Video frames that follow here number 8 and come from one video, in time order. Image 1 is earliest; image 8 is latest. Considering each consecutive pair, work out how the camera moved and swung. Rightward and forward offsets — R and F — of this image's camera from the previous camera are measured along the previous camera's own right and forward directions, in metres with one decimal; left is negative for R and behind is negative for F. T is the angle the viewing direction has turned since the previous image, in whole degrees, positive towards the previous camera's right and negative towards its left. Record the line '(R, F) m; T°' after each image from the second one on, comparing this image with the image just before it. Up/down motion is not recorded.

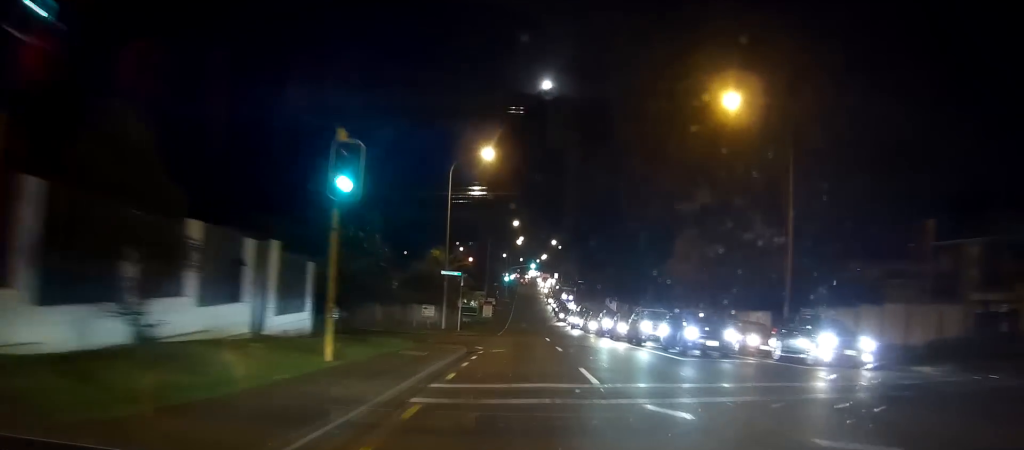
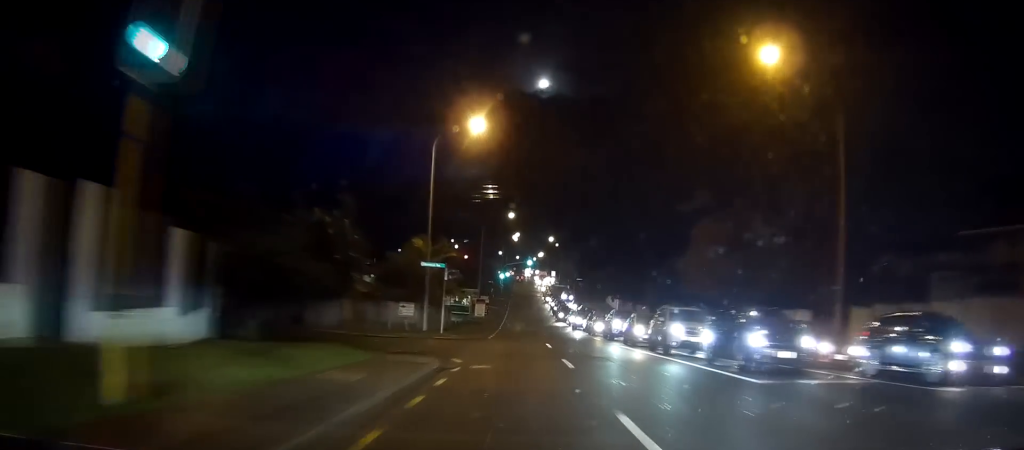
(0.0, +6.8) m; 0°
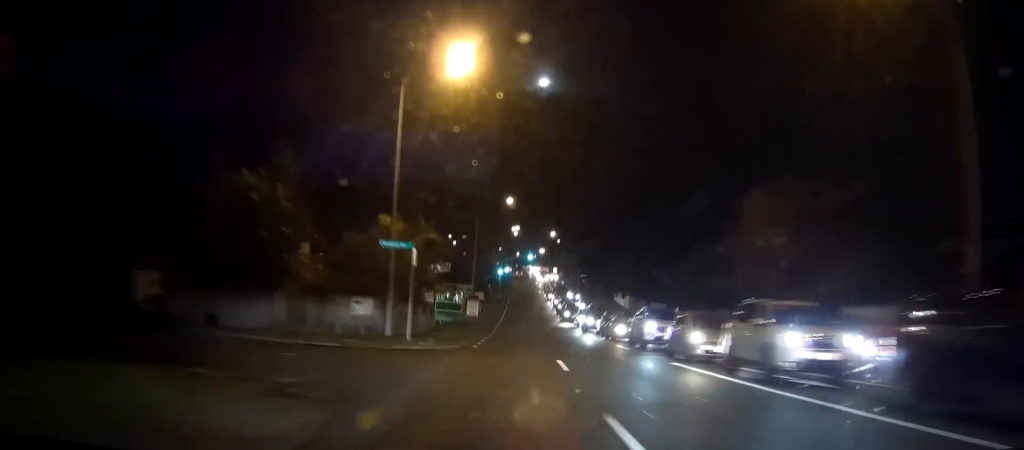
(0.0, +9.9) m; 0°
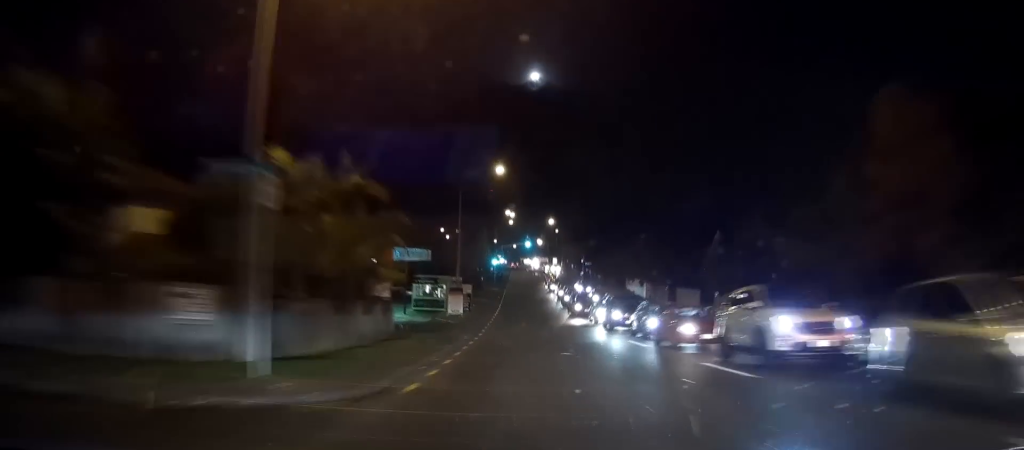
(0.0, +14.2) m; 0°
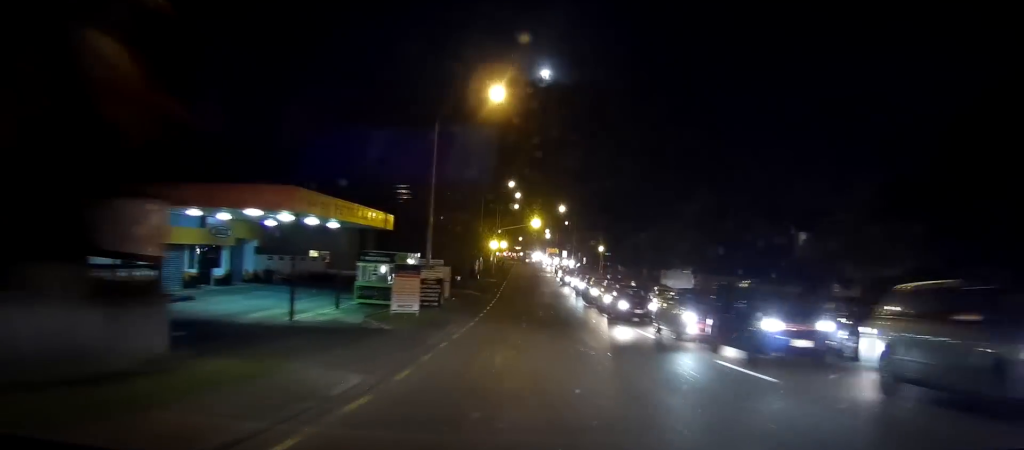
(-0.2, +21.3) m; 0°
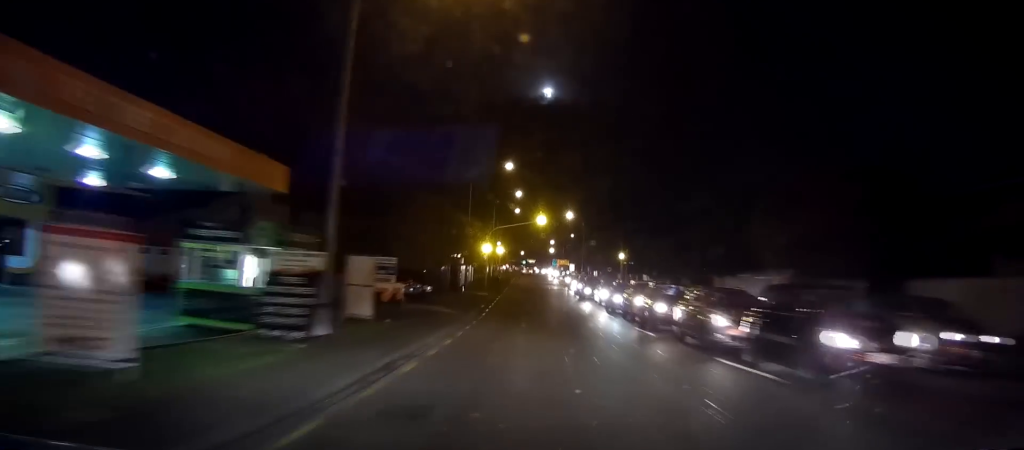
(0.0, +20.3) m; 0°
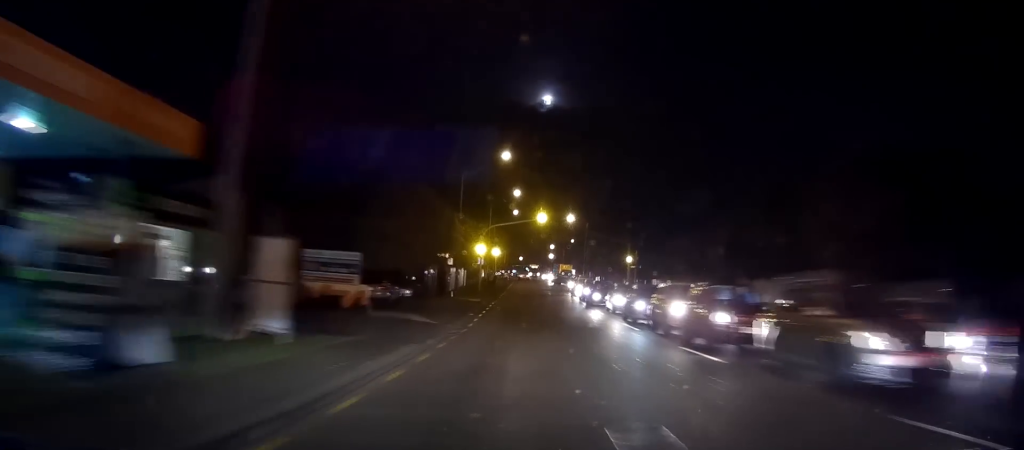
(0.0, +7.1) m; 0°
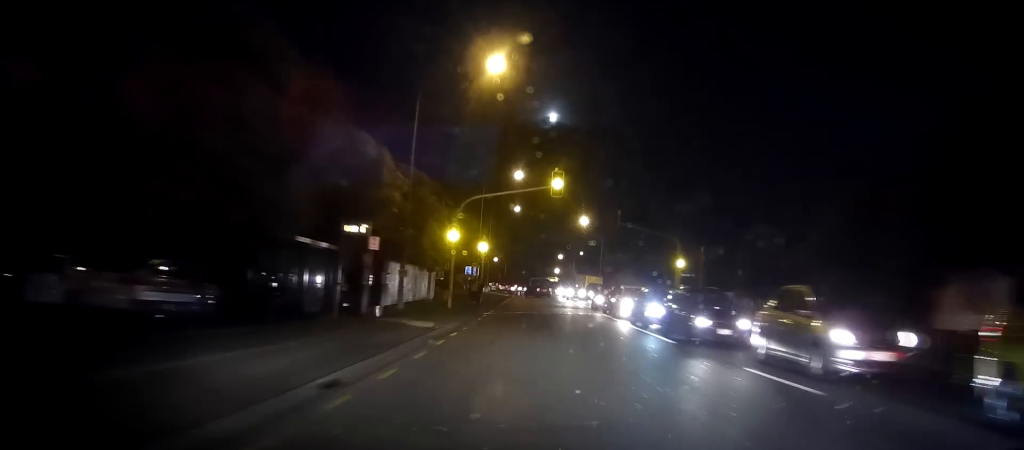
(0.0, +25.1) m; 0°
